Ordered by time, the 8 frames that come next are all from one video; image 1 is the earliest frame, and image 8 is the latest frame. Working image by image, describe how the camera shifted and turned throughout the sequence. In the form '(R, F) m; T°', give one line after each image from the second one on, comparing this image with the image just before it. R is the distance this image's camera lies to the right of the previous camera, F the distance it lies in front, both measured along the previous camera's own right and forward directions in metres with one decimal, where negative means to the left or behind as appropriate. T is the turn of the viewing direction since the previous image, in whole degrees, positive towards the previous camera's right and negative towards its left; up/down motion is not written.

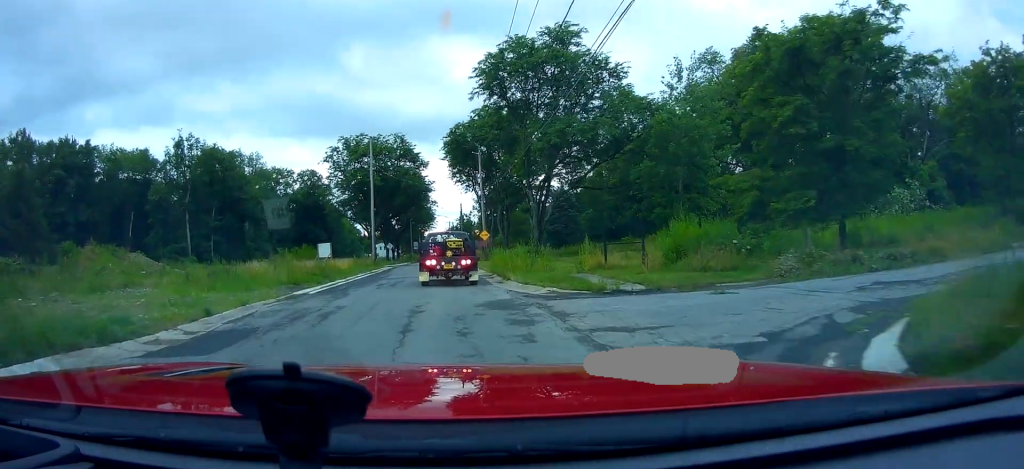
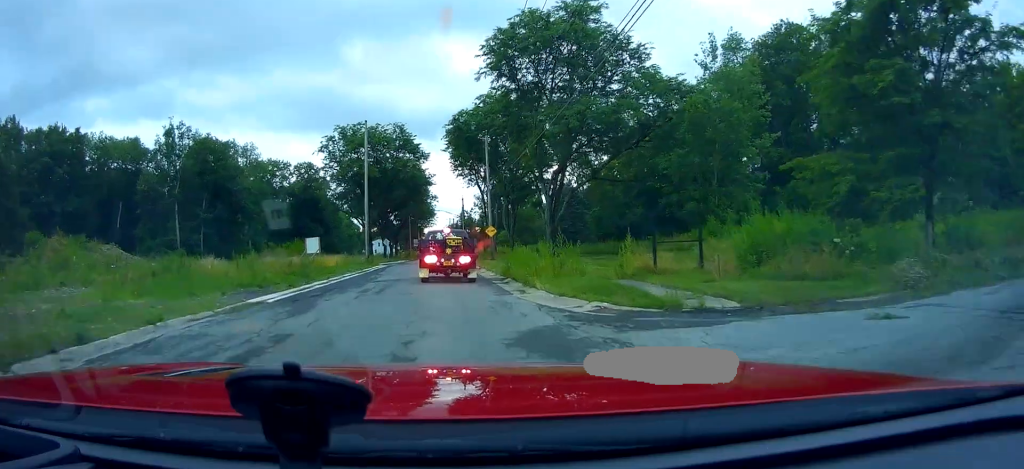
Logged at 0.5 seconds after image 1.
(+0.2, +5.2) m; +1°
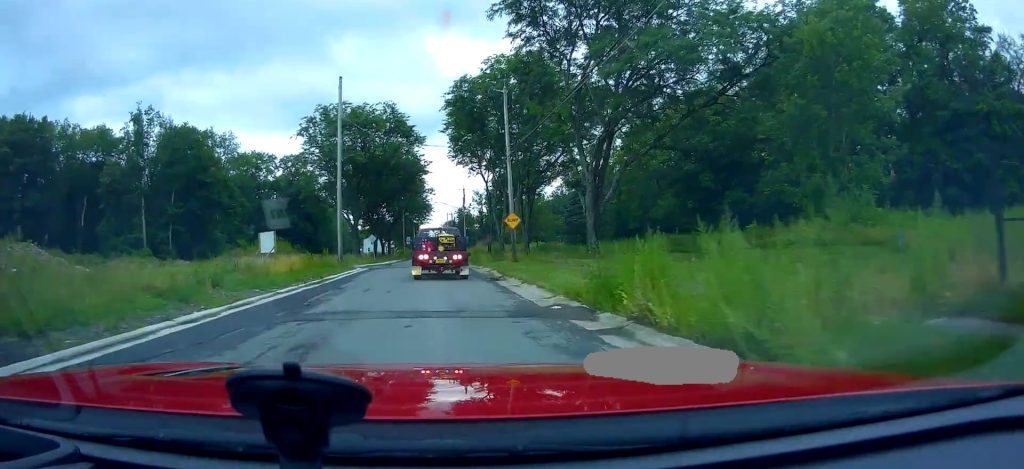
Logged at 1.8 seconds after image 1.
(+0.3, +12.5) m; -1°
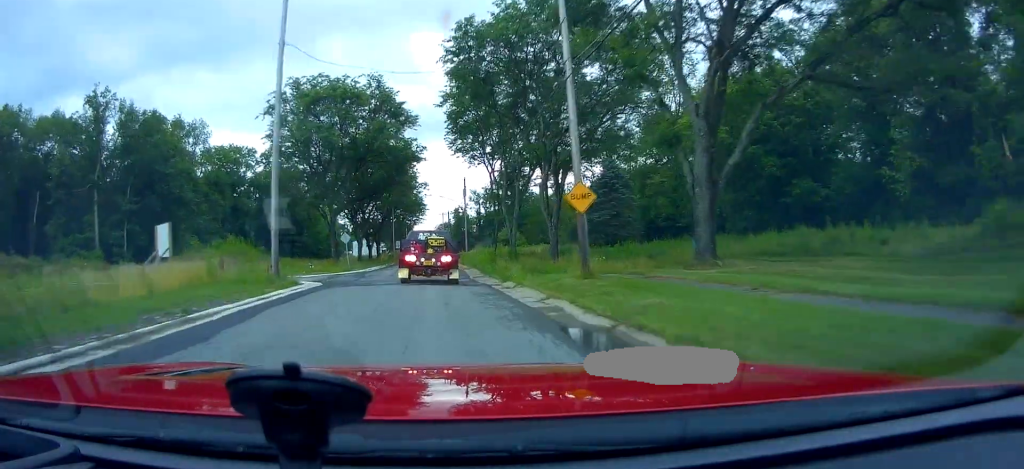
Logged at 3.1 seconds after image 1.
(-0.6, +13.9) m; +2°
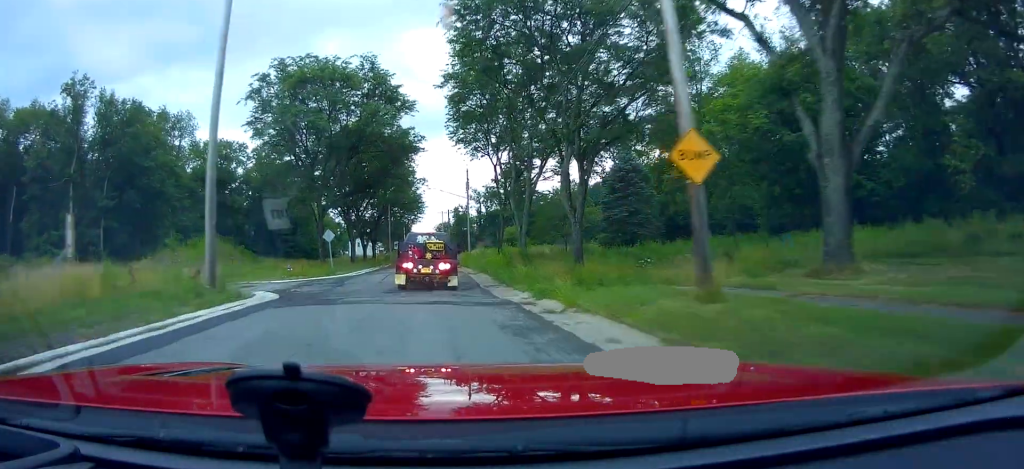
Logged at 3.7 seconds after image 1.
(+0.6, +6.5) m; +2°
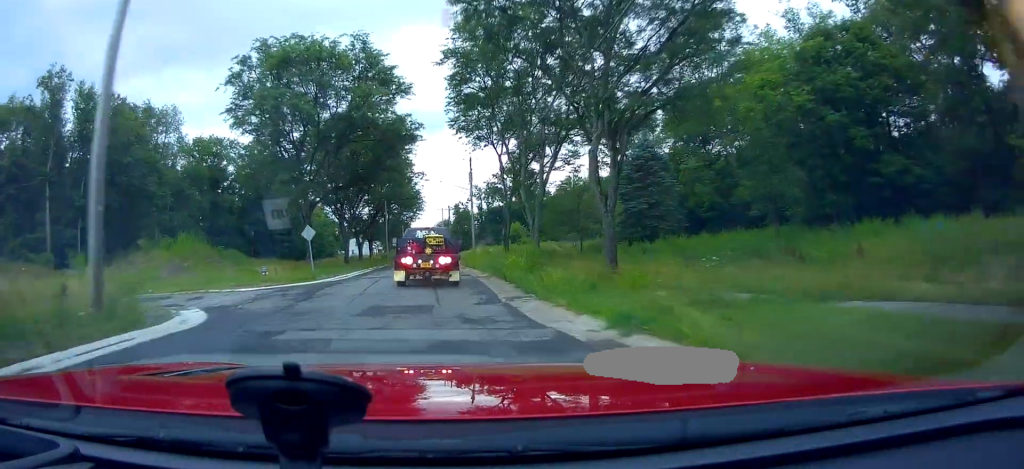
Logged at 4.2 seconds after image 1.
(+0.2, +5.8) m; +1°
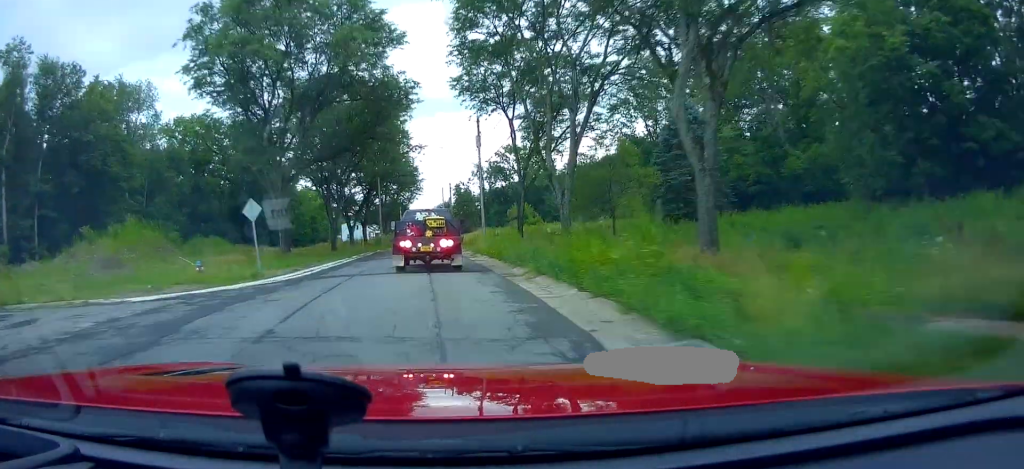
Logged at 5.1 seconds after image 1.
(-0.3, +9.5) m; -2°
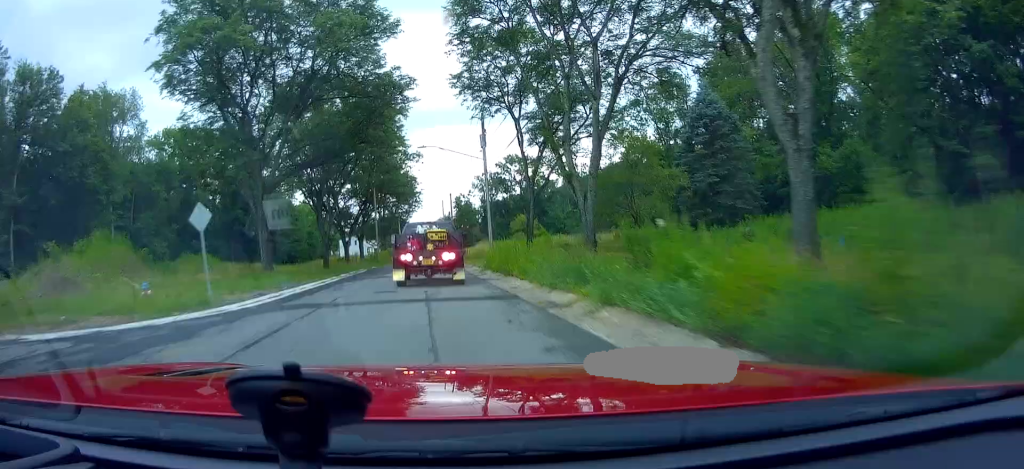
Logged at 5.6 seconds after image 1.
(0.0, +4.7) m; 0°
